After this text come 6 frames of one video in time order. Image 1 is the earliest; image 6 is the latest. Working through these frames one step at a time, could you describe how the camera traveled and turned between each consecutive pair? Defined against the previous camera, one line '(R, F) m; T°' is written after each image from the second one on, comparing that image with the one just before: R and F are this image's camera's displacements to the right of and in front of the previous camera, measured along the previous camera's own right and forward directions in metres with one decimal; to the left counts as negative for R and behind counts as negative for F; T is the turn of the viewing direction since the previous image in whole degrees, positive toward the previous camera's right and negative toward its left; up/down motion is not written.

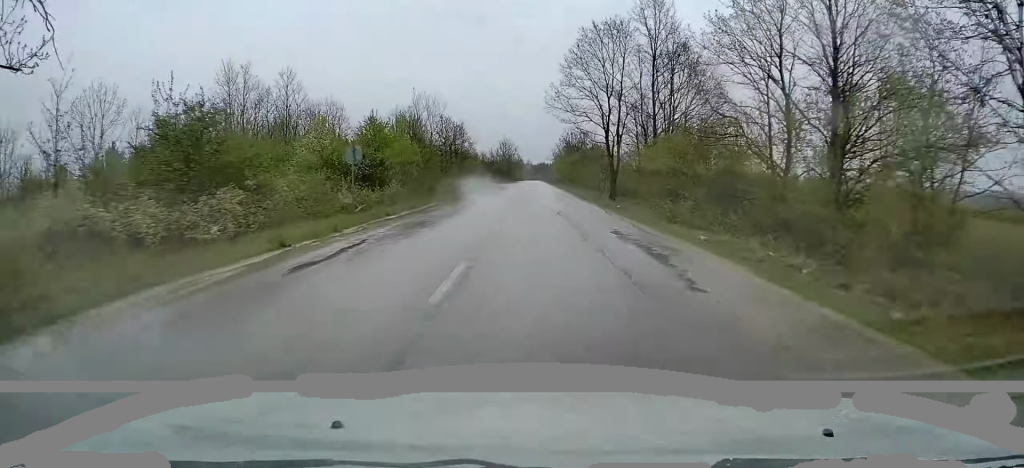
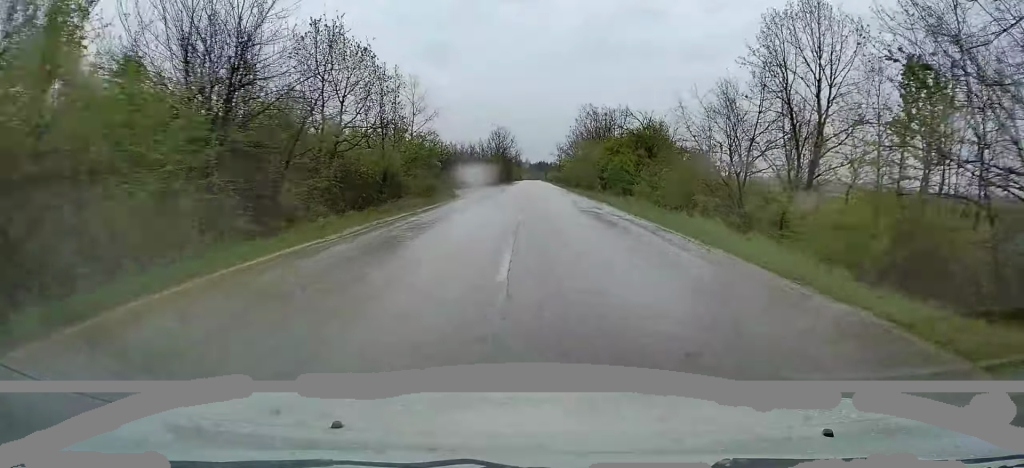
(+0.2, +35.0) m; +1°
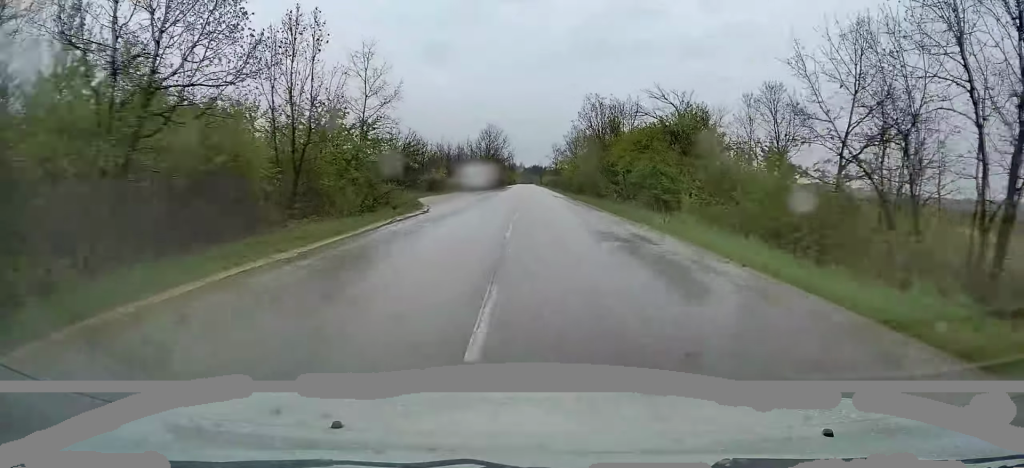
(+0.2, +11.9) m; 0°
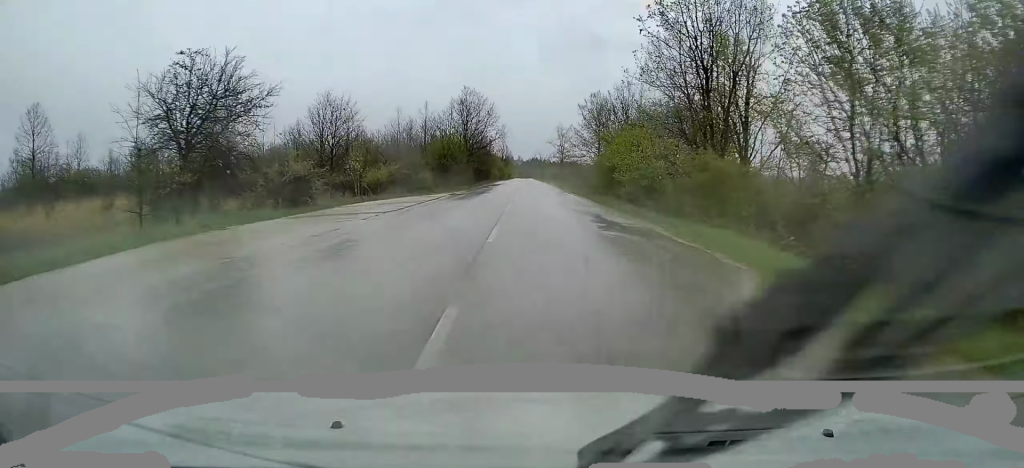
(-0.3, +37.2) m; -1°
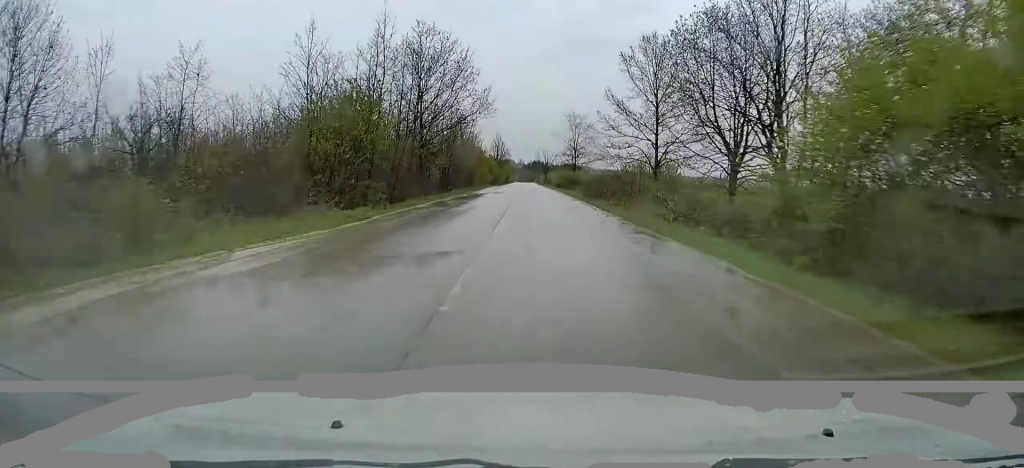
(+0.5, +32.5) m; +2°
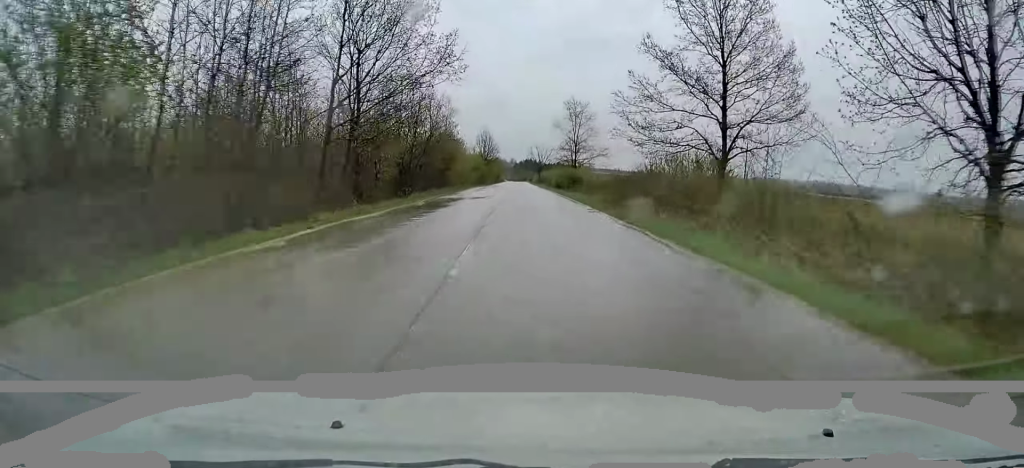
(+0.1, +15.7) m; 0°
